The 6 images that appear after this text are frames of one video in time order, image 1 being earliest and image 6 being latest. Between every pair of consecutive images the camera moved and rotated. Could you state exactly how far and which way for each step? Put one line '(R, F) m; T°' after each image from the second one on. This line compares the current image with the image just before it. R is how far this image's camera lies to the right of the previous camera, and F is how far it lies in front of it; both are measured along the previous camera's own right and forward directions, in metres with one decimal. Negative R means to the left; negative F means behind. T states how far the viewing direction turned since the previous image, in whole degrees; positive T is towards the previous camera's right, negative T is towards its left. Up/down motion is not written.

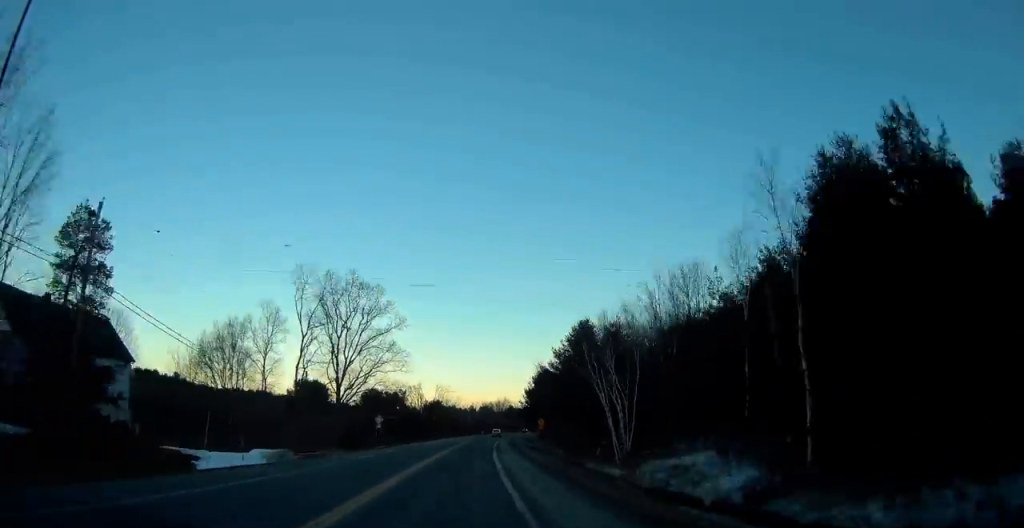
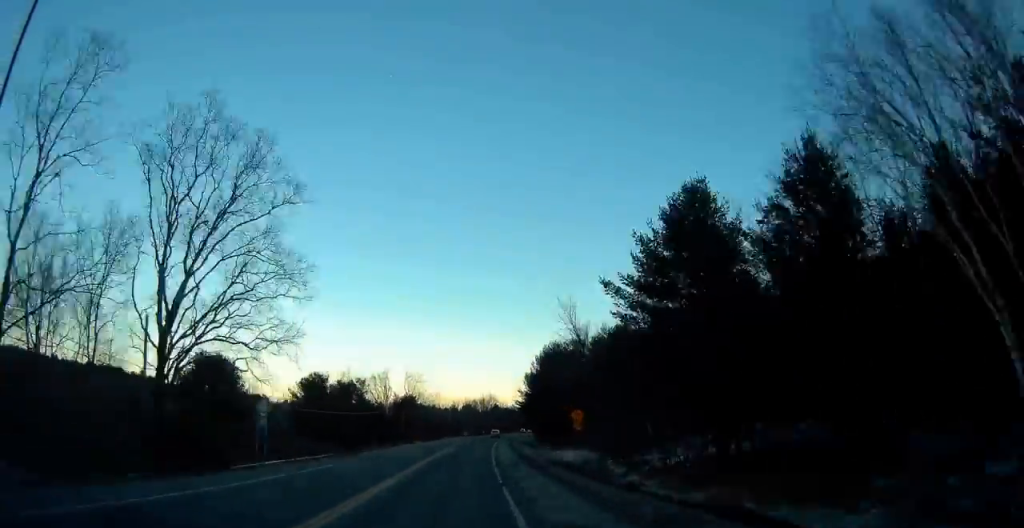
(+0.6, +33.2) m; +2°
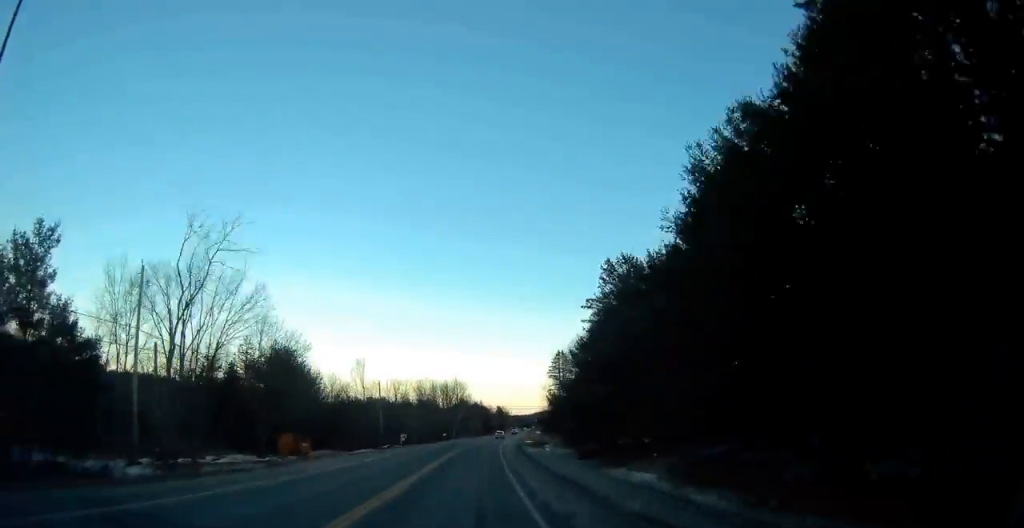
(+2.3, +80.6) m; +4°
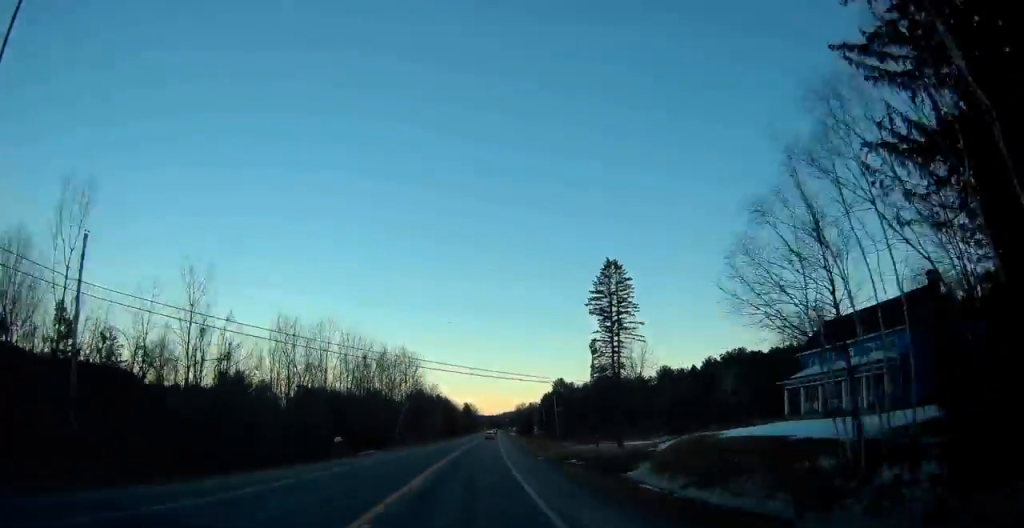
(+2.6, +67.3) m; +4°
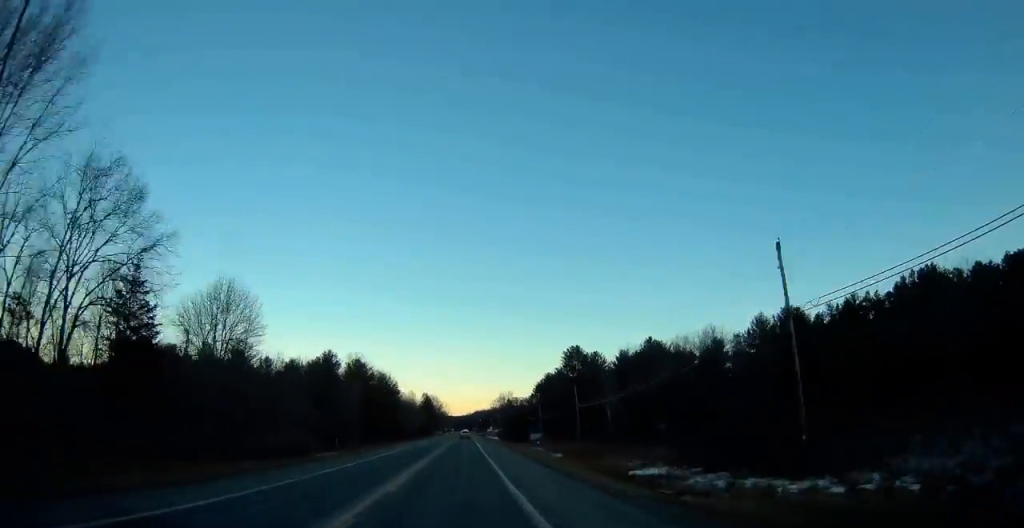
(+3.5, +105.2) m; +2°
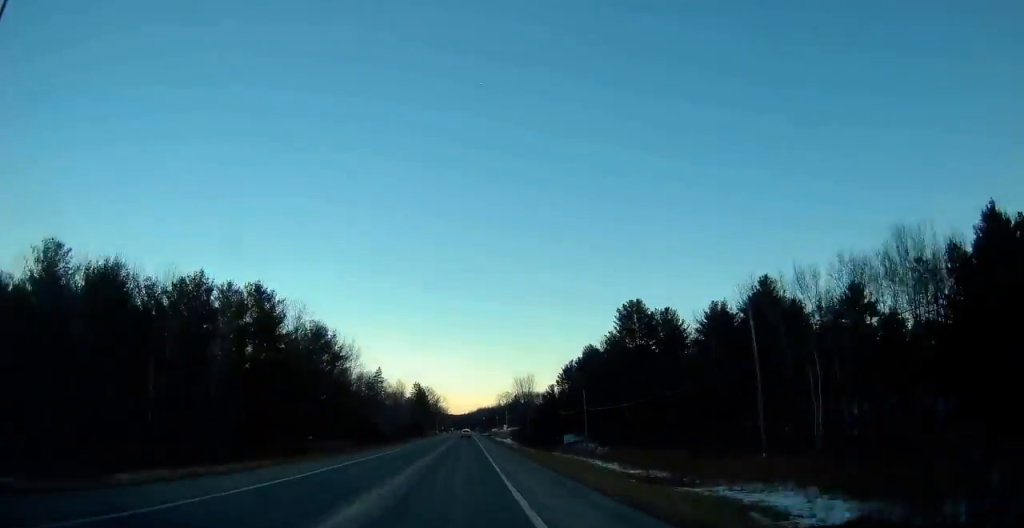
(-0.4, +56.6) m; -1°
